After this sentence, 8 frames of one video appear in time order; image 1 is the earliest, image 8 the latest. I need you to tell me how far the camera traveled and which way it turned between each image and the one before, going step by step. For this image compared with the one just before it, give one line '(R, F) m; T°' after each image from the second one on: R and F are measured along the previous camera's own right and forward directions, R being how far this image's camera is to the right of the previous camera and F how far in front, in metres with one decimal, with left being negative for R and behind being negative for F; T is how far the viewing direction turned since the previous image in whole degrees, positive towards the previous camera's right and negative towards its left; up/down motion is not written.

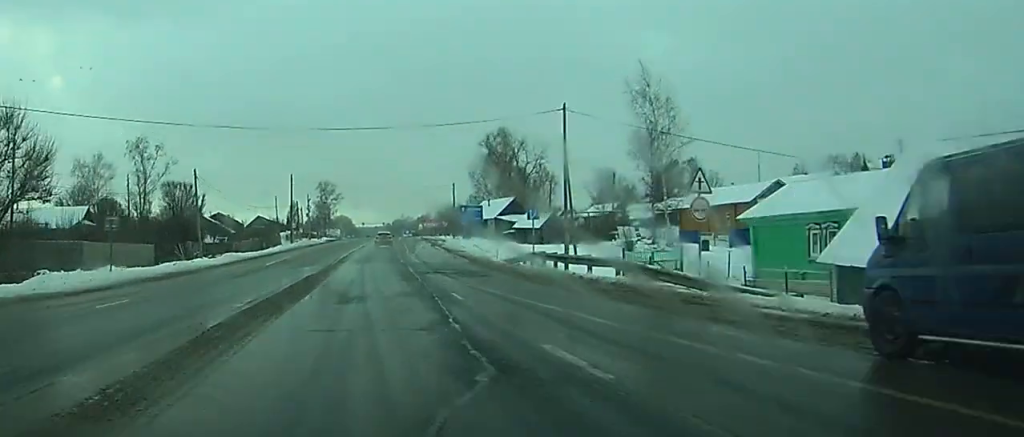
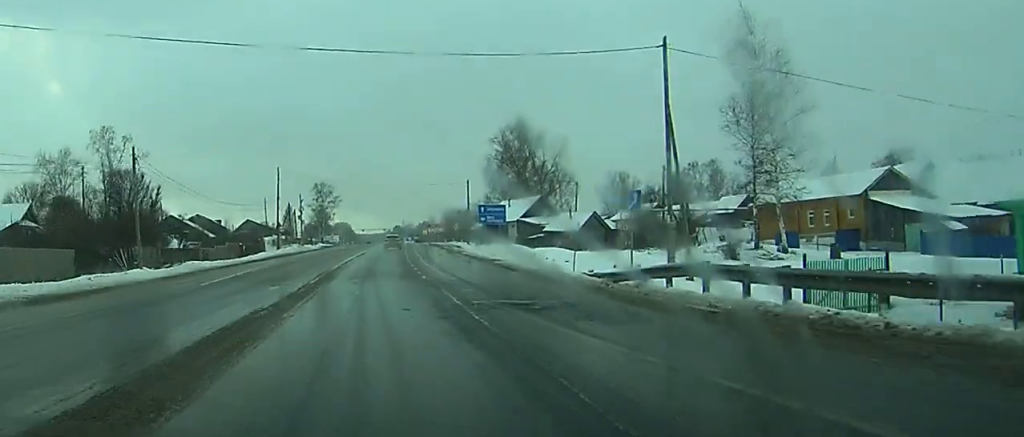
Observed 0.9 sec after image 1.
(-0.1, +17.3) m; 0°
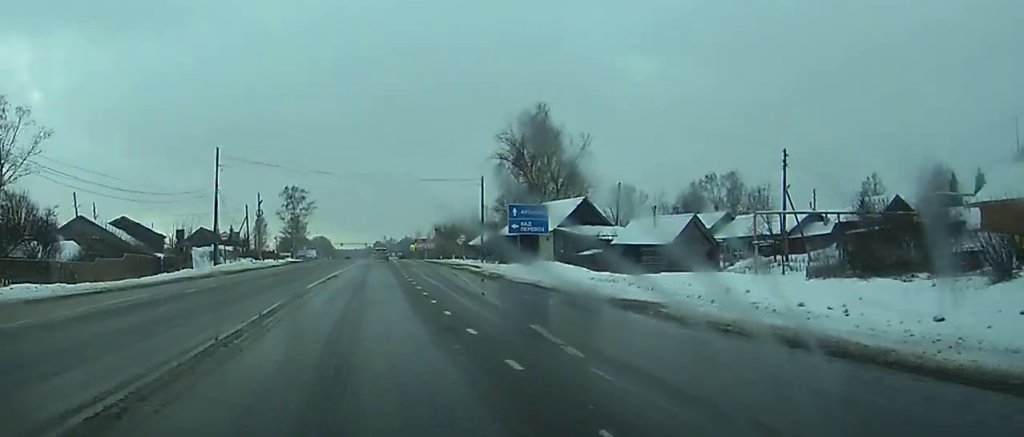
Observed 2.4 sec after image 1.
(+0.2, +28.9) m; +1°
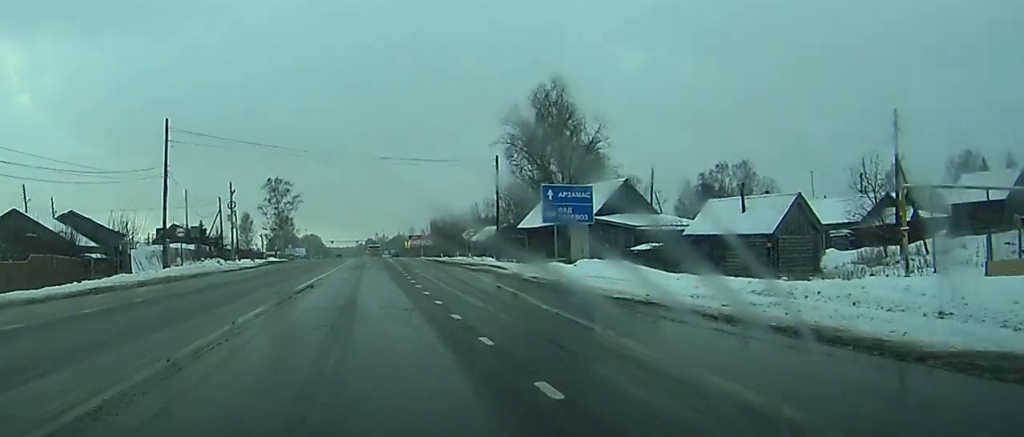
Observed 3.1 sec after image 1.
(0.0, +14.2) m; 0°
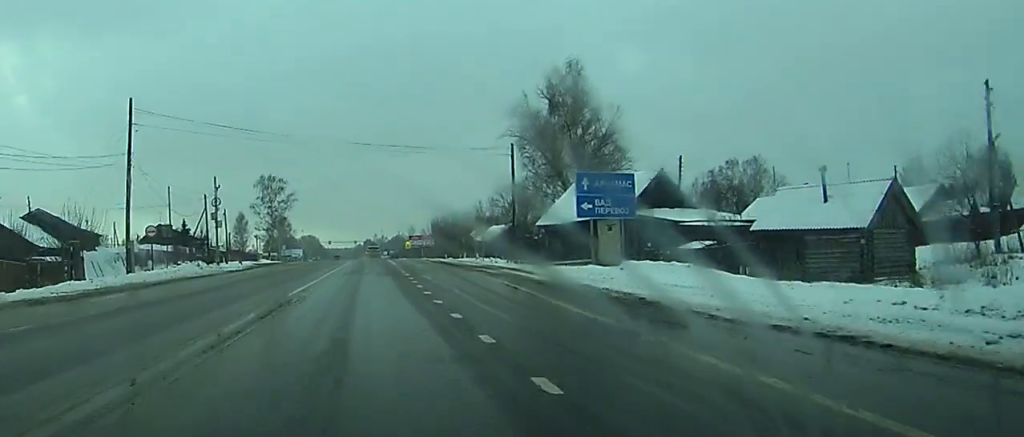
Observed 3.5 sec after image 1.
(0.0, +7.7) m; 0°
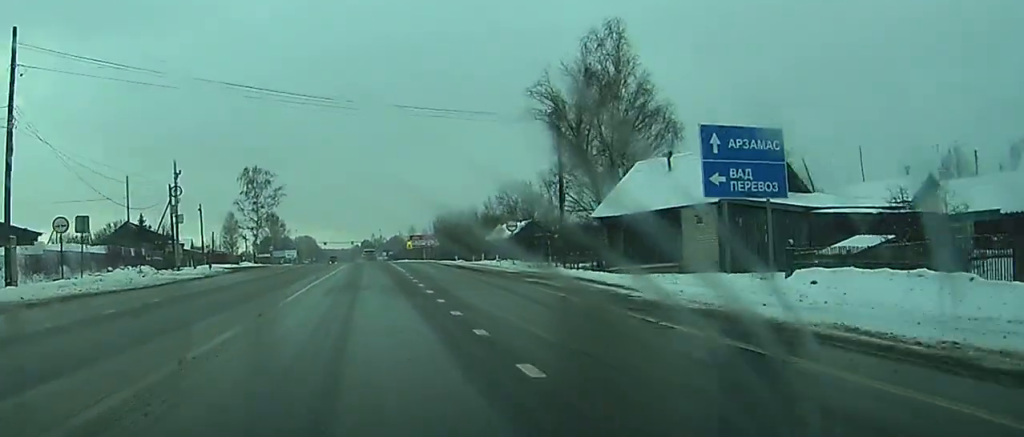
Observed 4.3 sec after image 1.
(+0.1, +15.0) m; +2°
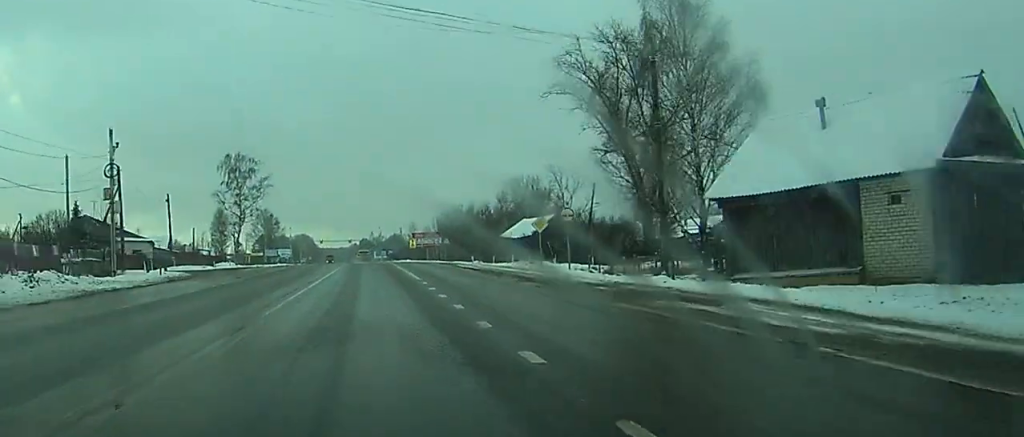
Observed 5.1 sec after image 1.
(+0.3, +15.1) m; 0°
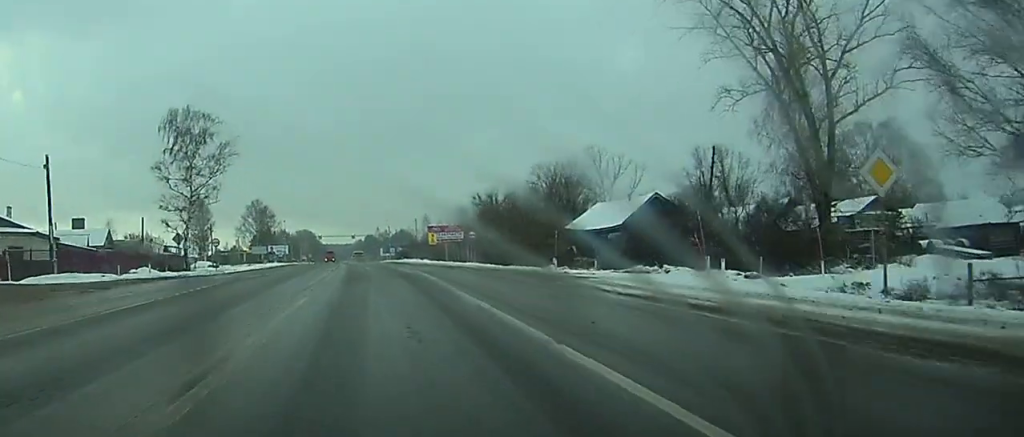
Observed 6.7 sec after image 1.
(-1.0, +32.4) m; -2°
